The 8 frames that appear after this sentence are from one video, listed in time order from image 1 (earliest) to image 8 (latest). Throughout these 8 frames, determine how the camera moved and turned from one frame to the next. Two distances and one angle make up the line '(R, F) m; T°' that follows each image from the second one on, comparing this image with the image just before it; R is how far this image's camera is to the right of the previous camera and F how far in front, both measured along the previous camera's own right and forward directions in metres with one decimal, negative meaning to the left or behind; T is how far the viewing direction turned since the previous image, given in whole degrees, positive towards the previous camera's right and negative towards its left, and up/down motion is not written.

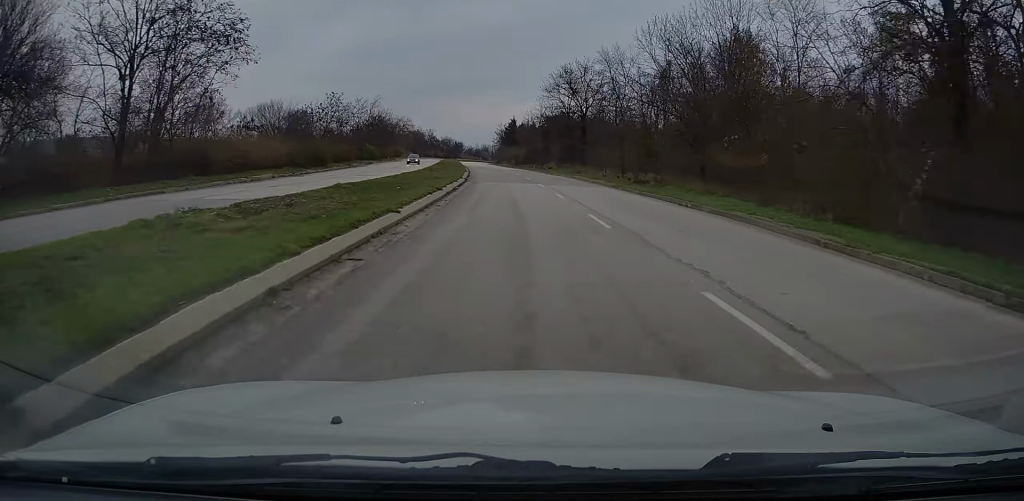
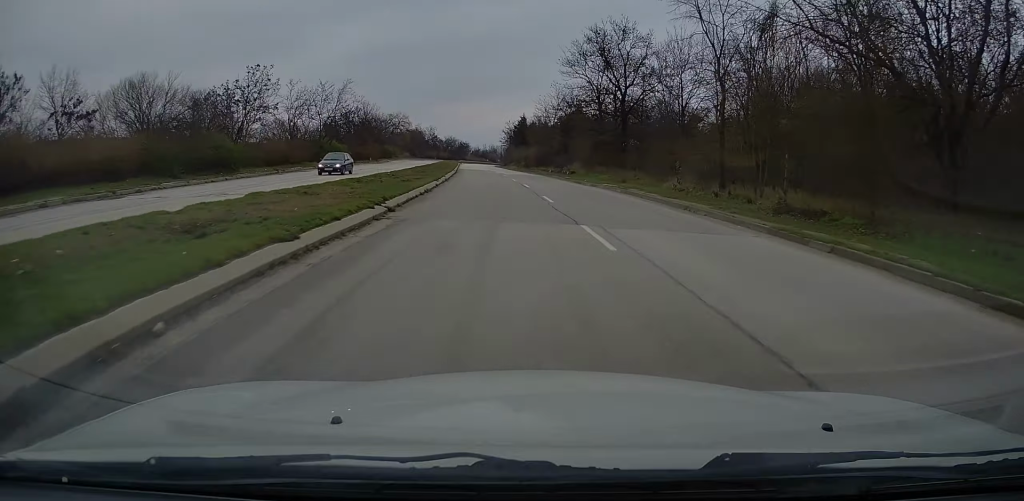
(-0.1, +22.6) m; 0°
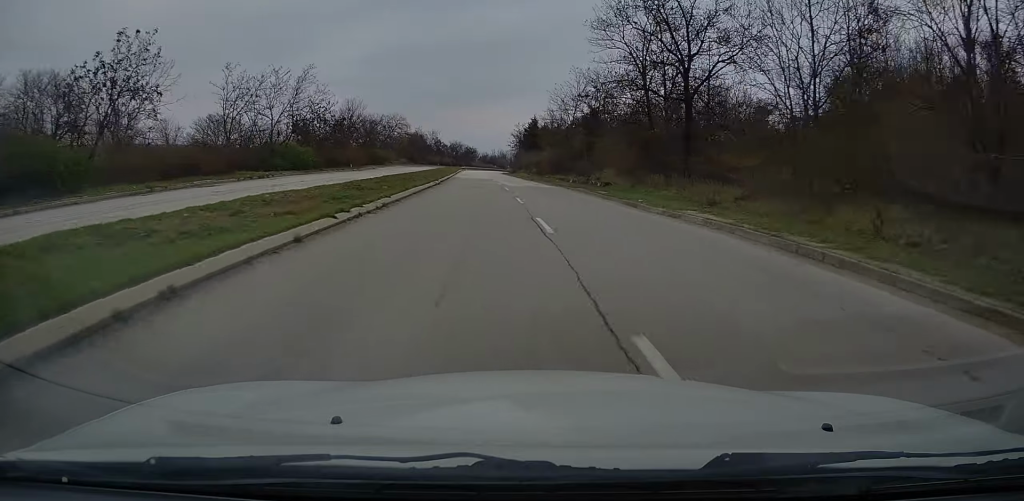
(0.0, +17.7) m; -1°
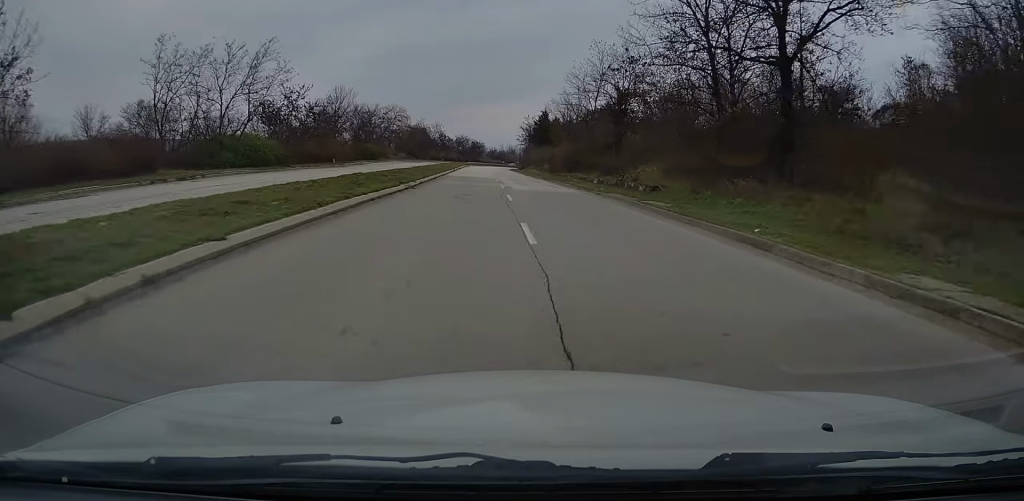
(+0.1, +12.0) m; -1°
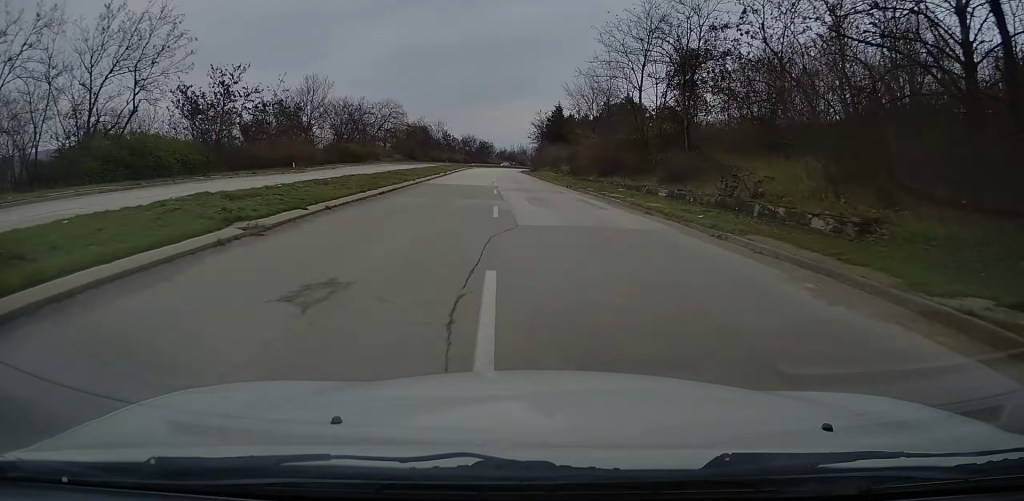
(-0.4, +17.0) m; -2°
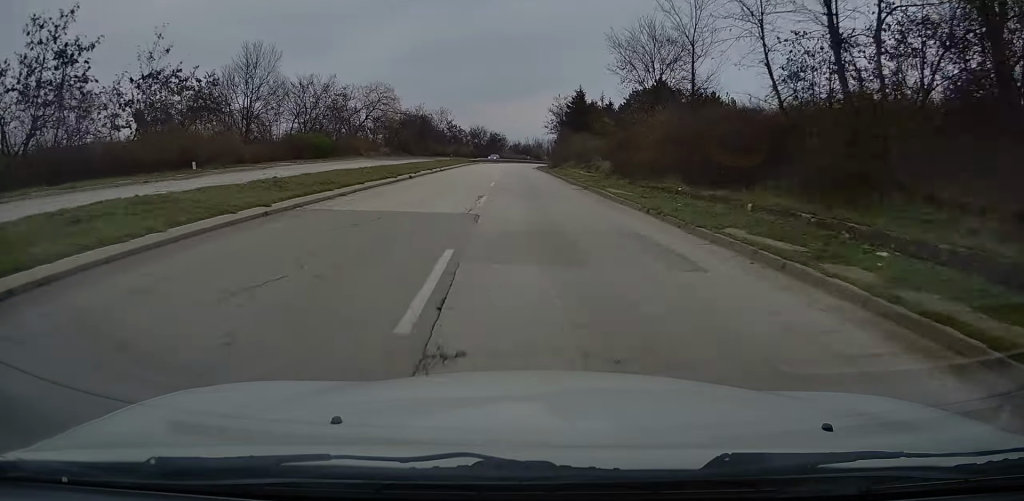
(-0.4, +21.2) m; -1°
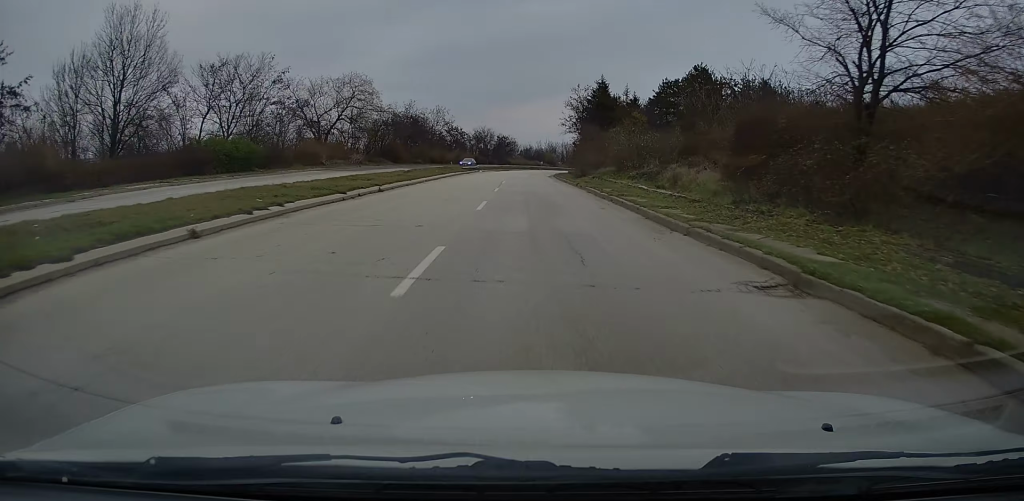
(+0.2, +21.8) m; 0°
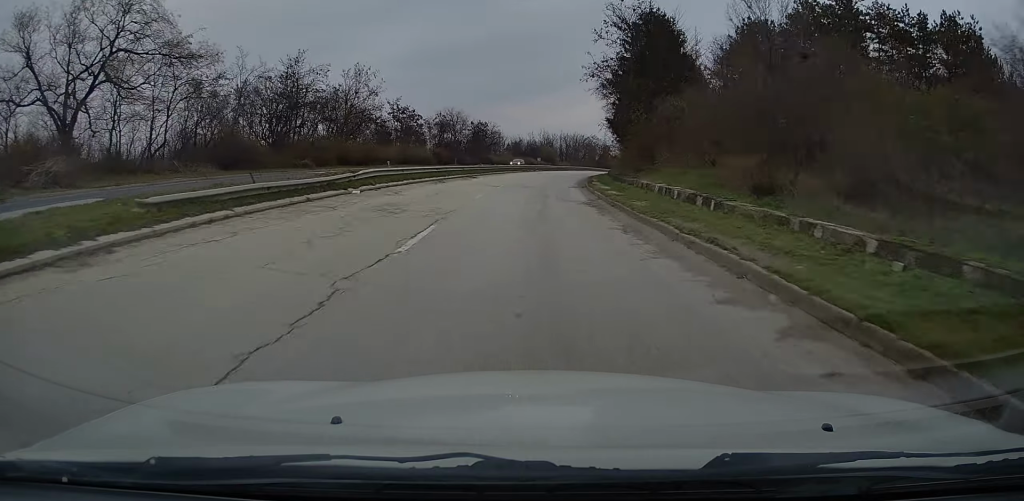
(-0.7, +50.5) m; -1°
